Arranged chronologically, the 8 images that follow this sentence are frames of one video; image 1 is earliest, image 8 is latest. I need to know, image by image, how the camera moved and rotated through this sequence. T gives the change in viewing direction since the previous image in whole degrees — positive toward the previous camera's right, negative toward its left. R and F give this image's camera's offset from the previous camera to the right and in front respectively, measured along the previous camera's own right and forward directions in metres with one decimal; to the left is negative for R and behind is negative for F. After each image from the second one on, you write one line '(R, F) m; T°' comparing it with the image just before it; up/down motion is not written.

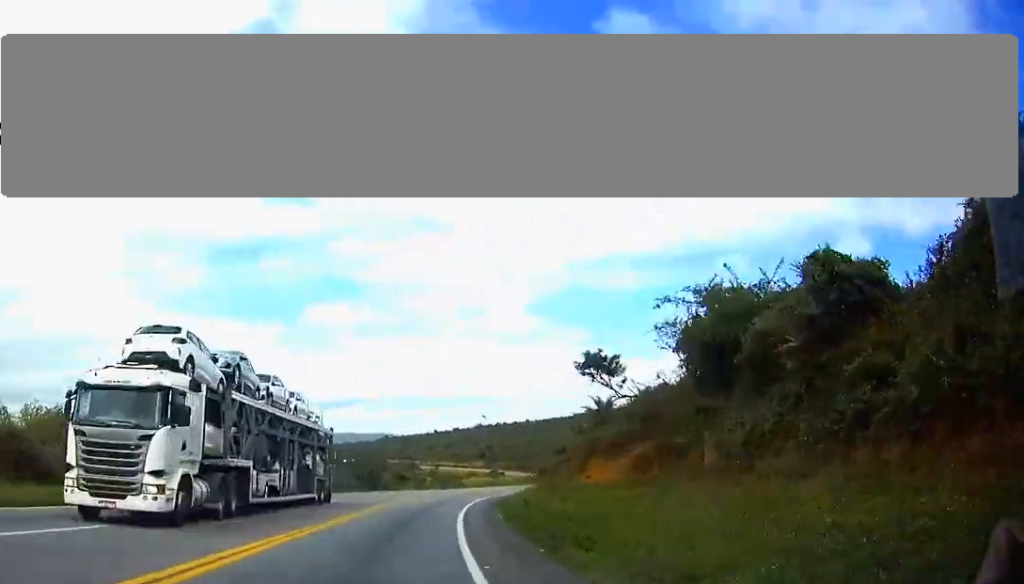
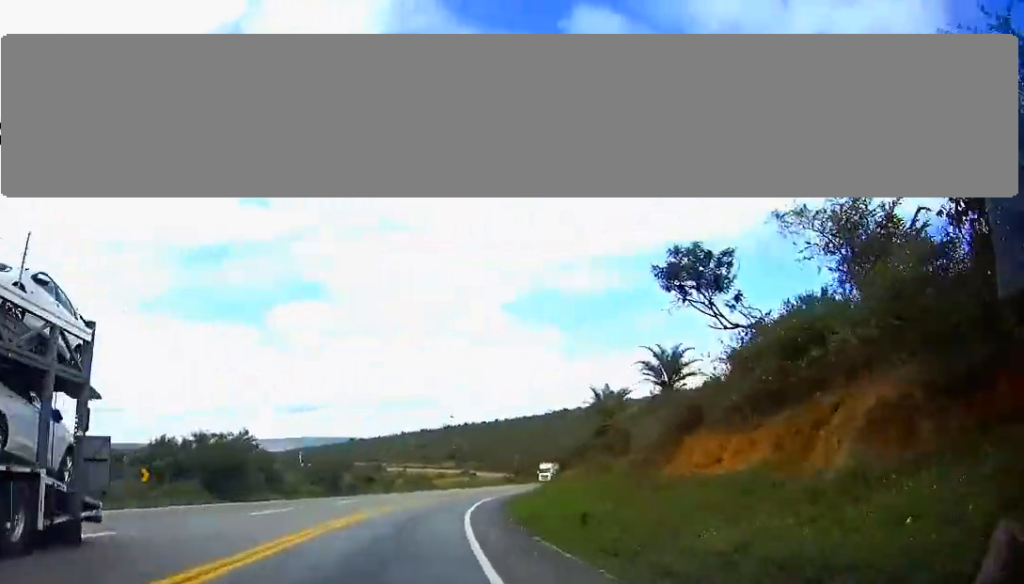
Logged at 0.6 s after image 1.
(+0.2, +15.5) m; +3°
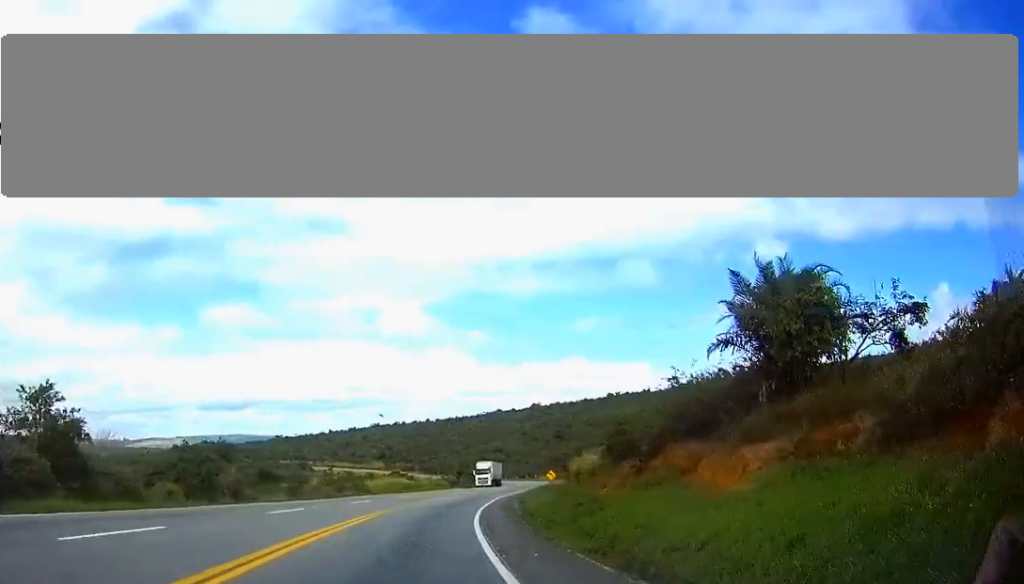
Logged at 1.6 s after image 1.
(+1.2, +28.2) m; +6°
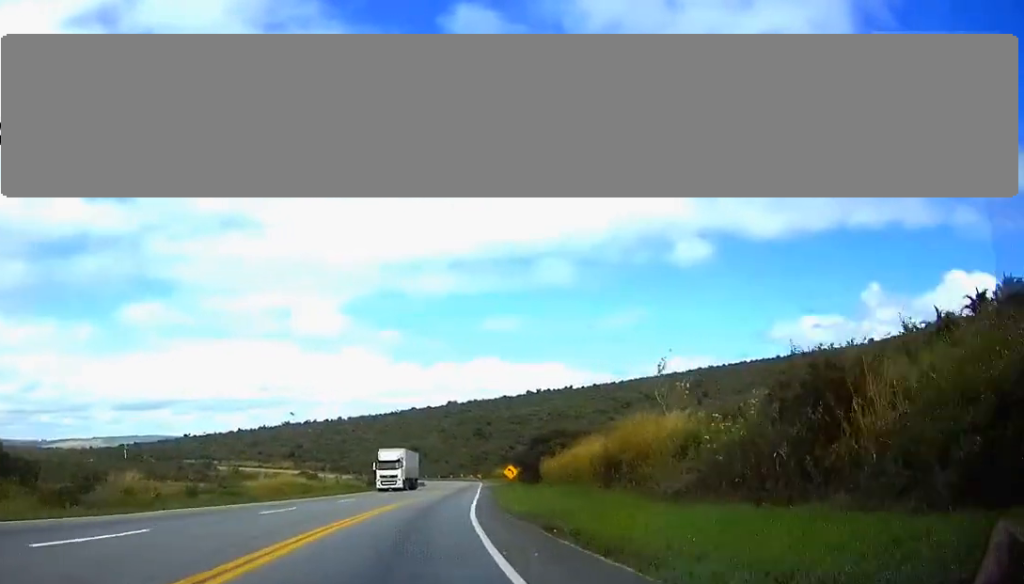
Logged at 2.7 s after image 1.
(+1.7, +31.1) m; +4°
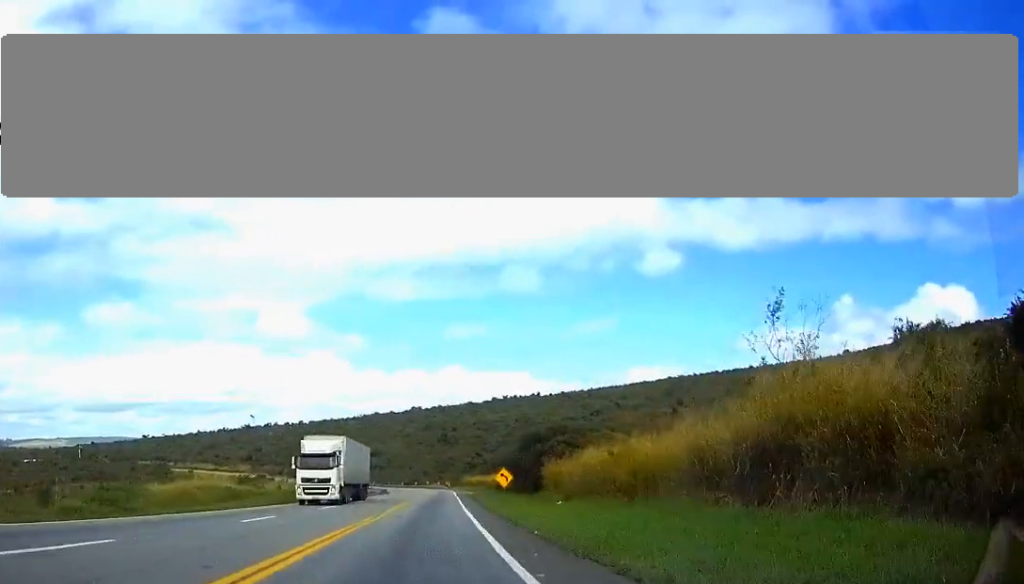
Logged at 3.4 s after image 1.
(-0.3, +18.3) m; +3°
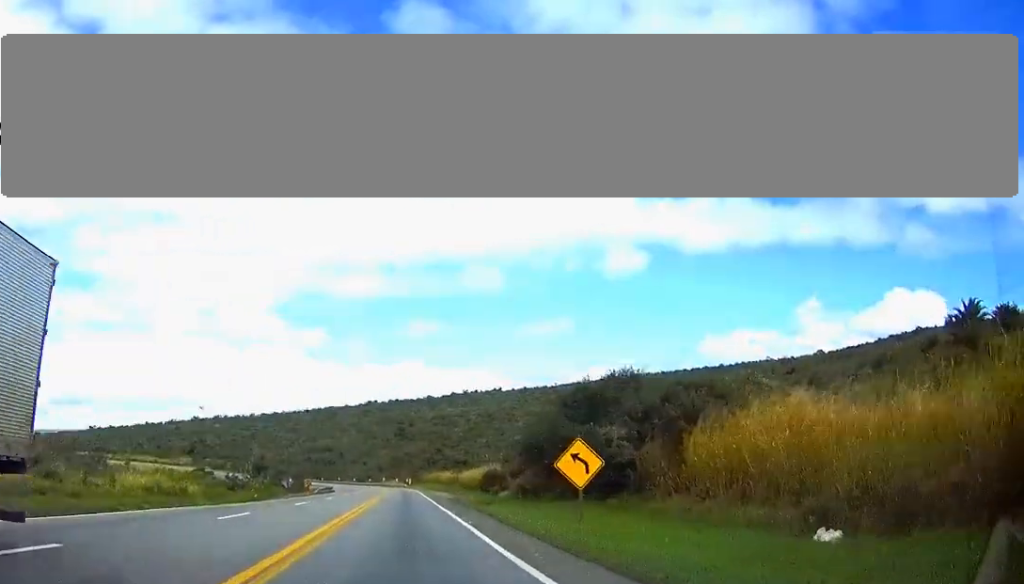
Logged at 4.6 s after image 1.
(+2.1, +32.9) m; +4°
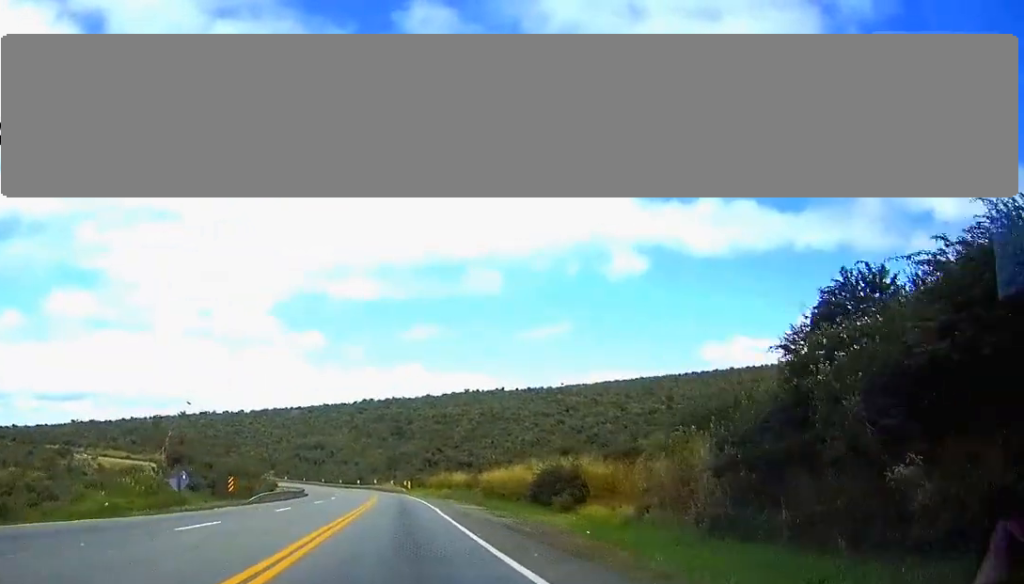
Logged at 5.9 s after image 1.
(0.0, +36.9) m; 0°
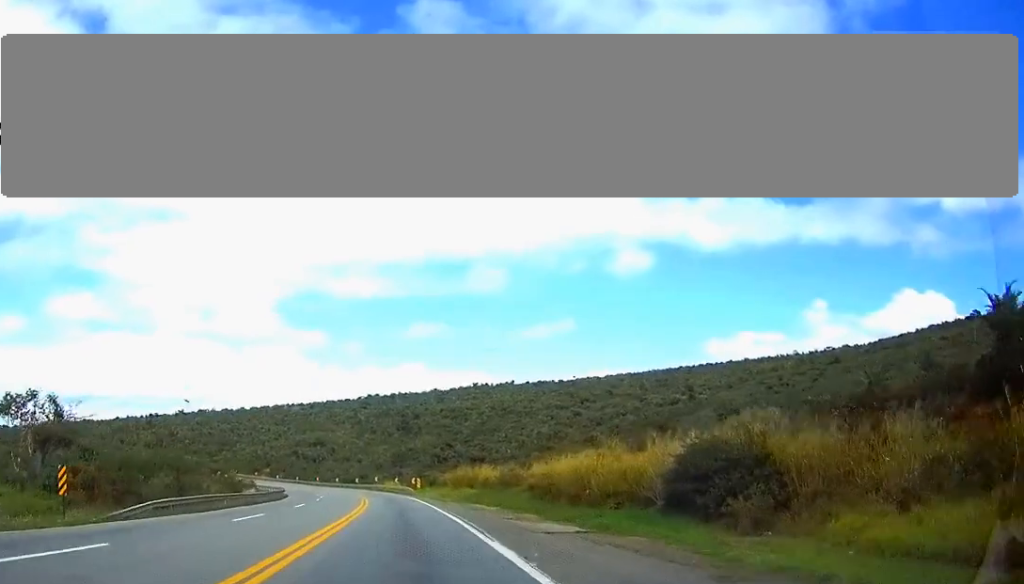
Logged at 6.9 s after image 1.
(0.0, +26.1) m; 0°
